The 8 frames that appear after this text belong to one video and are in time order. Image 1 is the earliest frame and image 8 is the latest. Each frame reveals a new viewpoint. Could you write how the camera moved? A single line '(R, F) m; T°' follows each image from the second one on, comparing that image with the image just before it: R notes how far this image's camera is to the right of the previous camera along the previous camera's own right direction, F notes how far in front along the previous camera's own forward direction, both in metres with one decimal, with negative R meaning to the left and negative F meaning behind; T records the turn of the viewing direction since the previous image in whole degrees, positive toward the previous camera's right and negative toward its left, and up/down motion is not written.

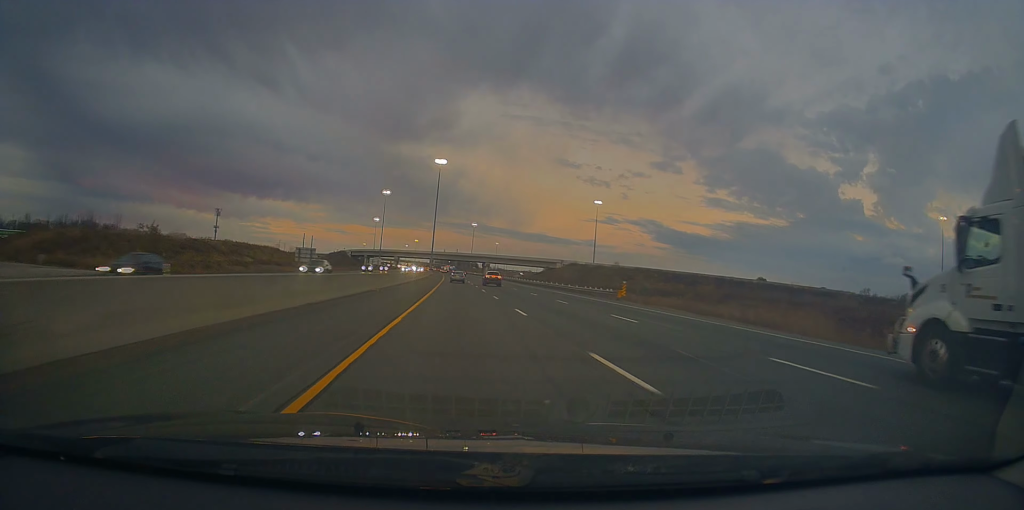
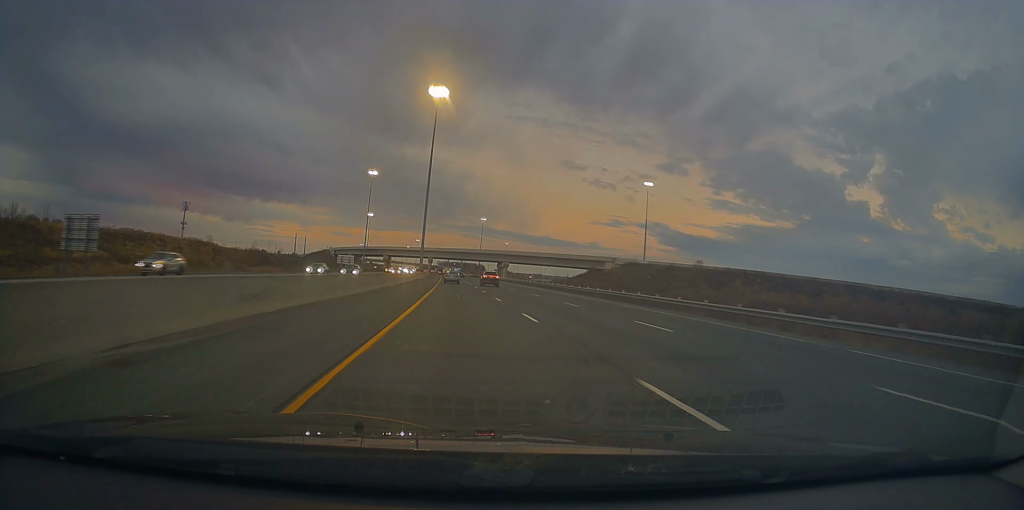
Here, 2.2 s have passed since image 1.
(-0.4, +74.2) m; -2°
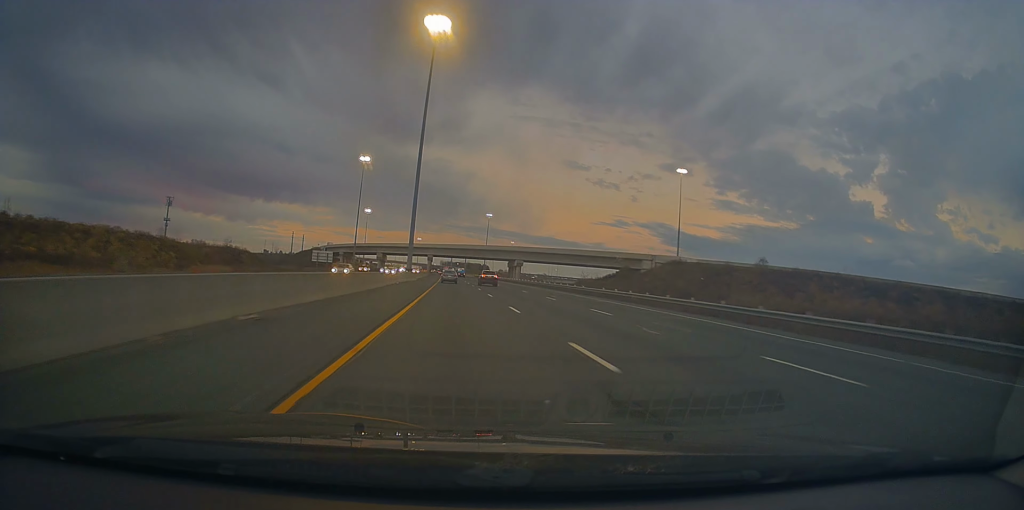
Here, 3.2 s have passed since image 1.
(-0.9, +32.6) m; 0°
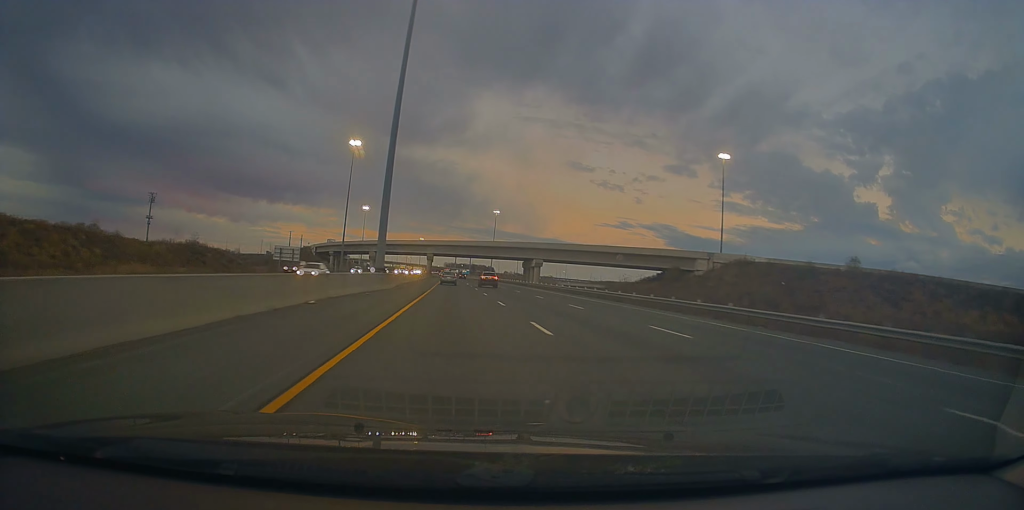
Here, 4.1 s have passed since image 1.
(+1.1, +31.4) m; +1°
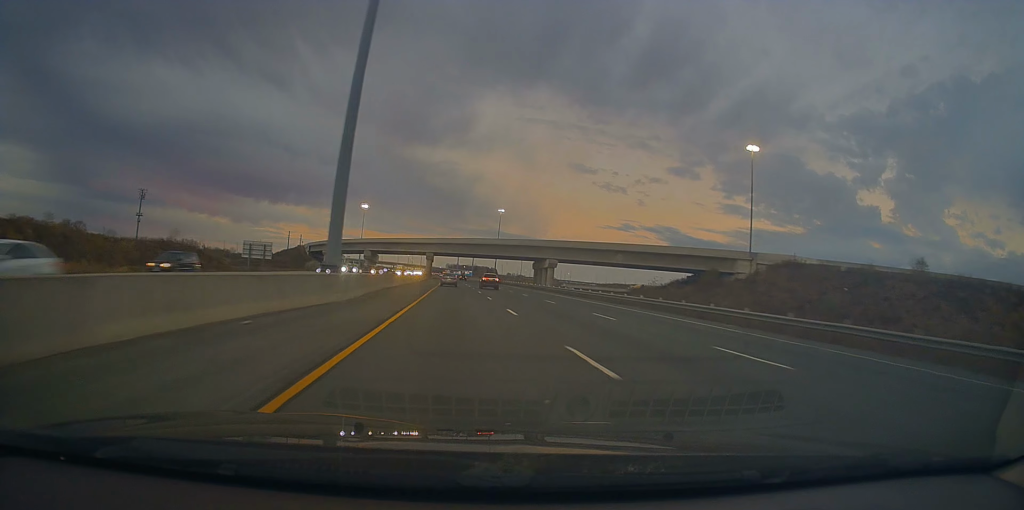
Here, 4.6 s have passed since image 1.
(-0.4, +16.7) m; -1°
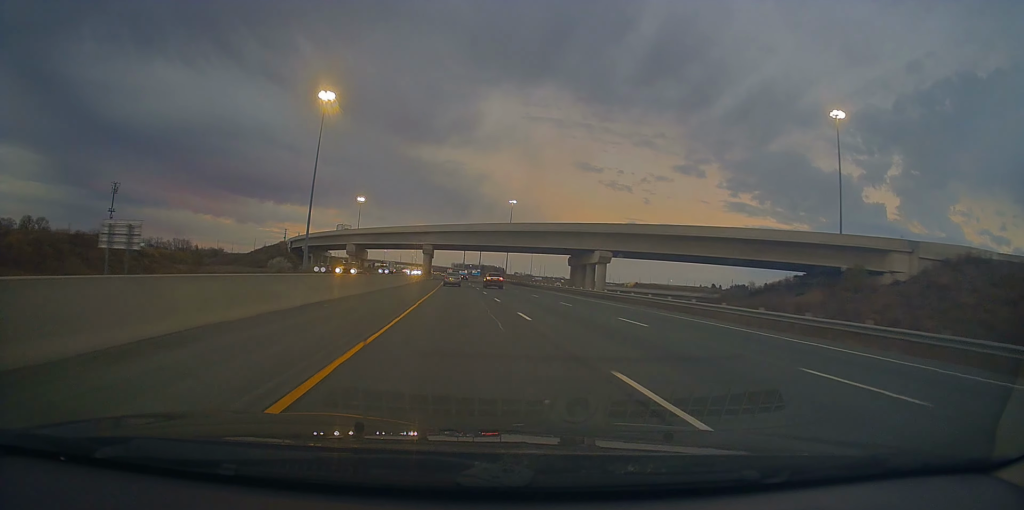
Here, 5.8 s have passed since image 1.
(-0.3, +39.1) m; -1°
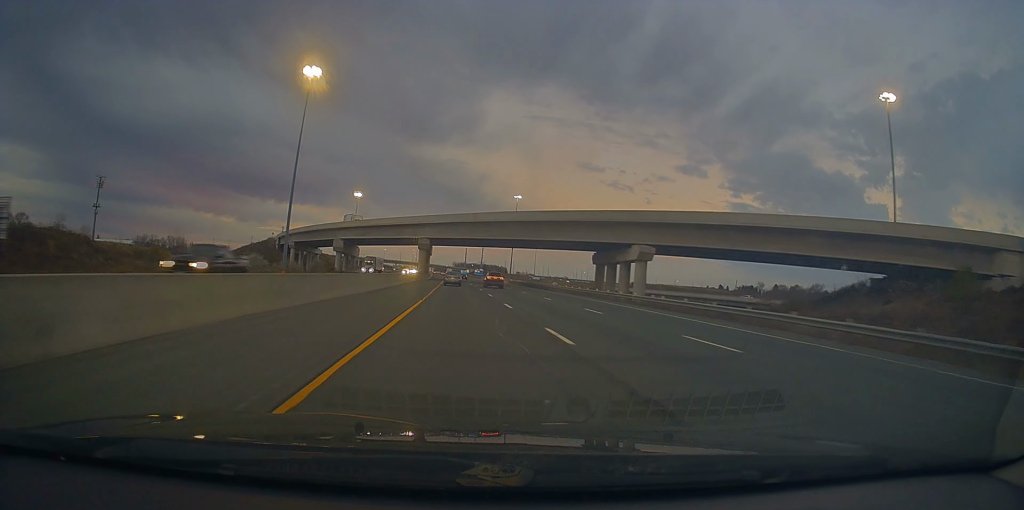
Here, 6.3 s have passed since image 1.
(0.0, +17.9) m; 0°
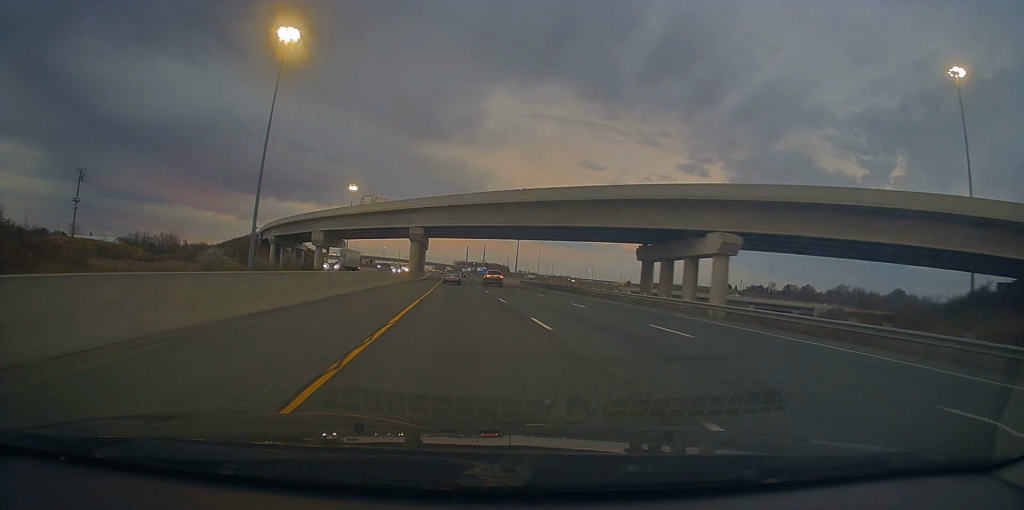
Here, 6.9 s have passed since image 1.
(-0.4, +21.2) m; 0°
